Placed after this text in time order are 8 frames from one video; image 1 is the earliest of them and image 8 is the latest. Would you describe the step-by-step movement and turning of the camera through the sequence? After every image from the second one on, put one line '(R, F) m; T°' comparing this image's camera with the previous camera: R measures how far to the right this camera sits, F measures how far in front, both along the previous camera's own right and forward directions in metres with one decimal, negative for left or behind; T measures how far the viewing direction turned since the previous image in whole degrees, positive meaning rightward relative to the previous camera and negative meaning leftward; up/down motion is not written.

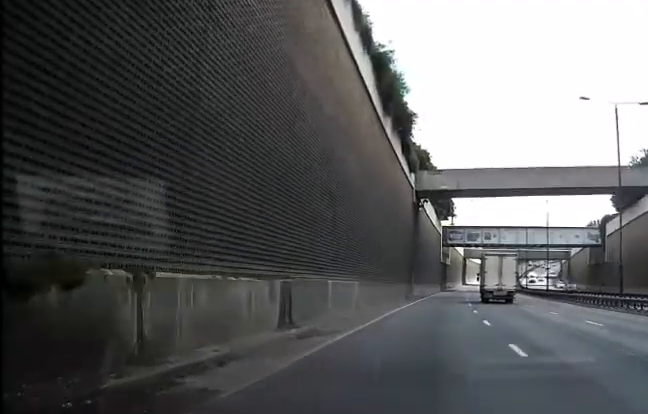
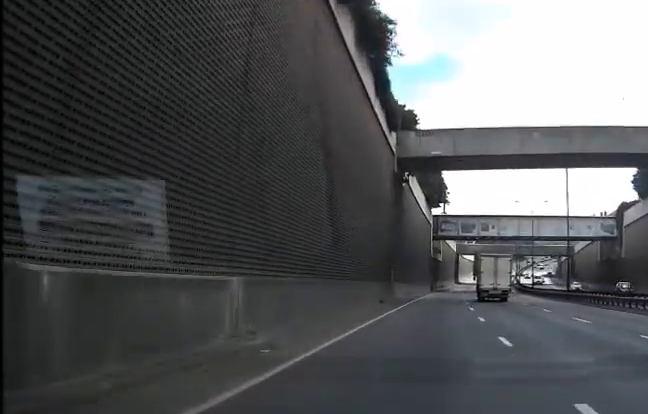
(0.0, +15.4) m; 0°
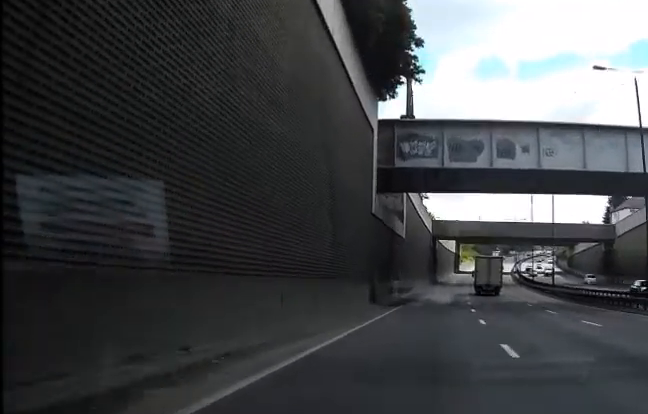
(0.0, +54.1) m; 0°
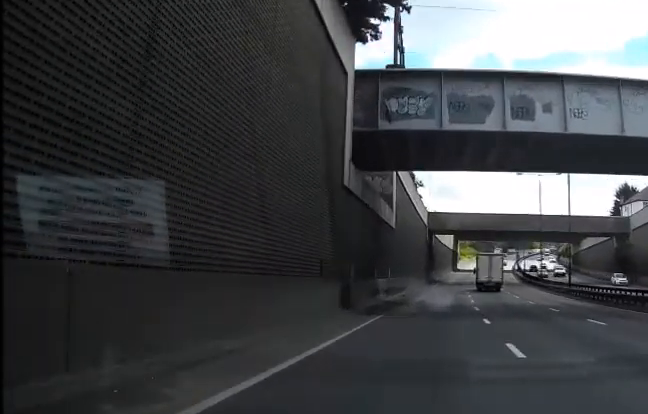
(0.0, +9.1) m; 0°
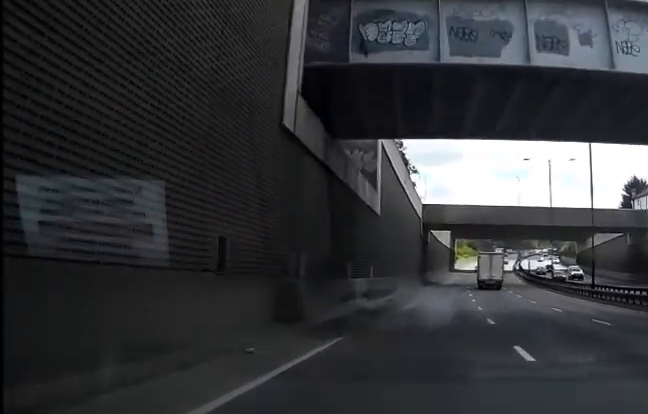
(0.0, +9.1) m; 0°
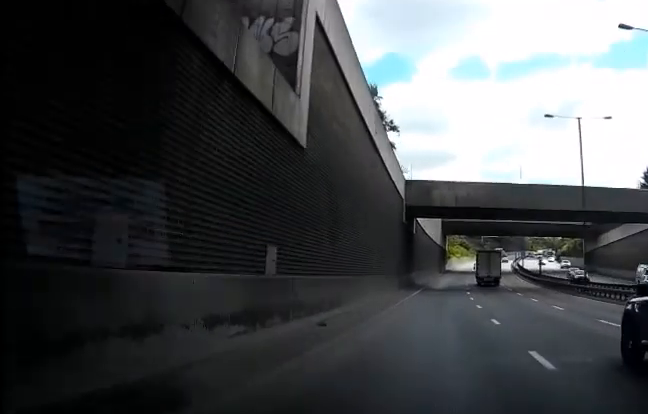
(0.0, +18.0) m; 0°
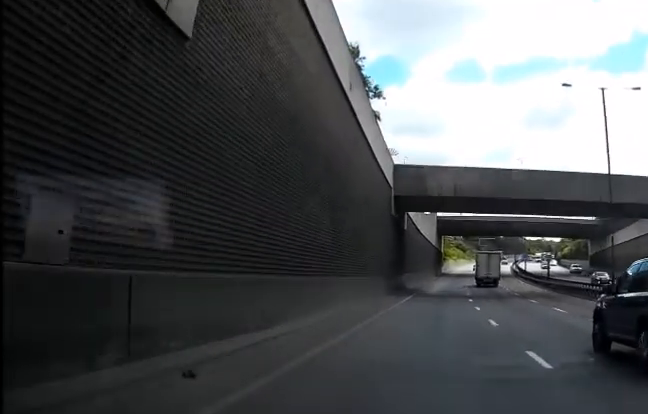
(0.0, +8.4) m; 0°
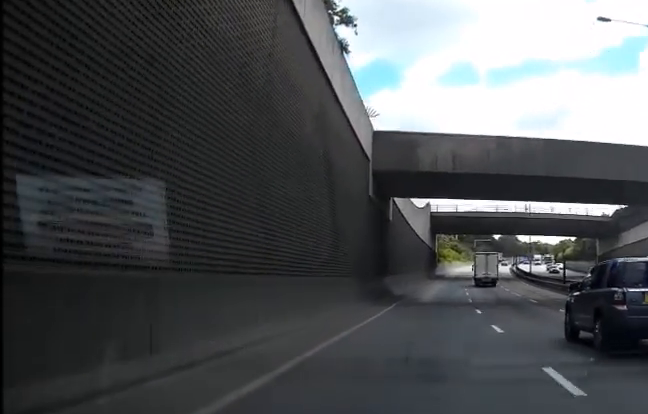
(0.0, +10.6) m; 0°
